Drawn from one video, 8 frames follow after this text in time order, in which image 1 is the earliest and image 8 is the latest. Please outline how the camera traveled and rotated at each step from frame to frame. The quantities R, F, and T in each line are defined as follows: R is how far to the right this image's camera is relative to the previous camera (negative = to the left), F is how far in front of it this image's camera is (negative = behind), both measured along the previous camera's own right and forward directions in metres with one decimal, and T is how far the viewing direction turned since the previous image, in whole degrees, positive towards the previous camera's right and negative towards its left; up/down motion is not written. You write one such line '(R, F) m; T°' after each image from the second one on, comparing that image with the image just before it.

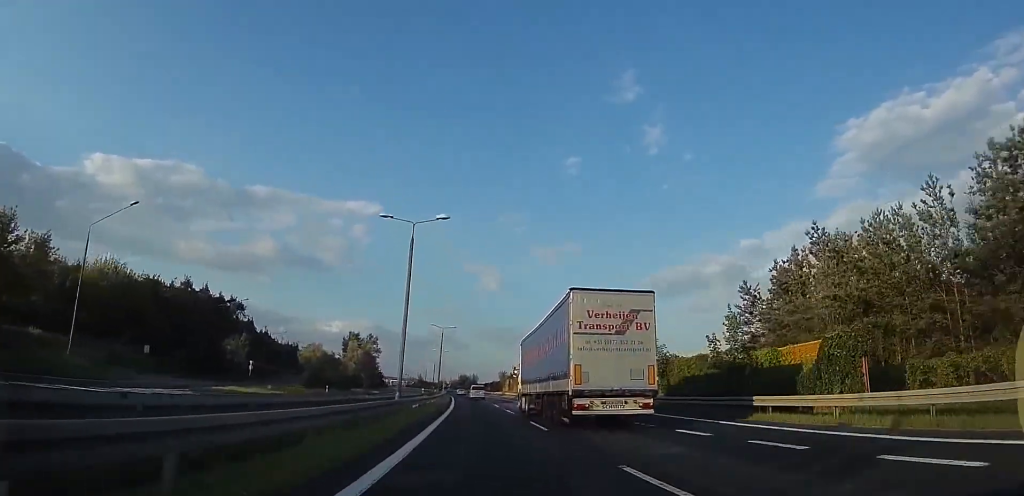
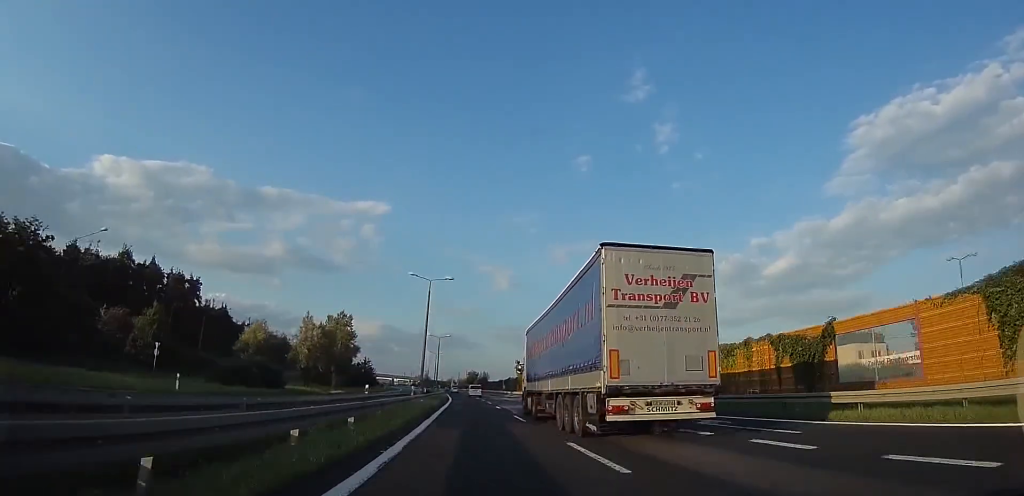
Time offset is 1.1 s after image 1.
(-0.1, +32.0) m; -1°
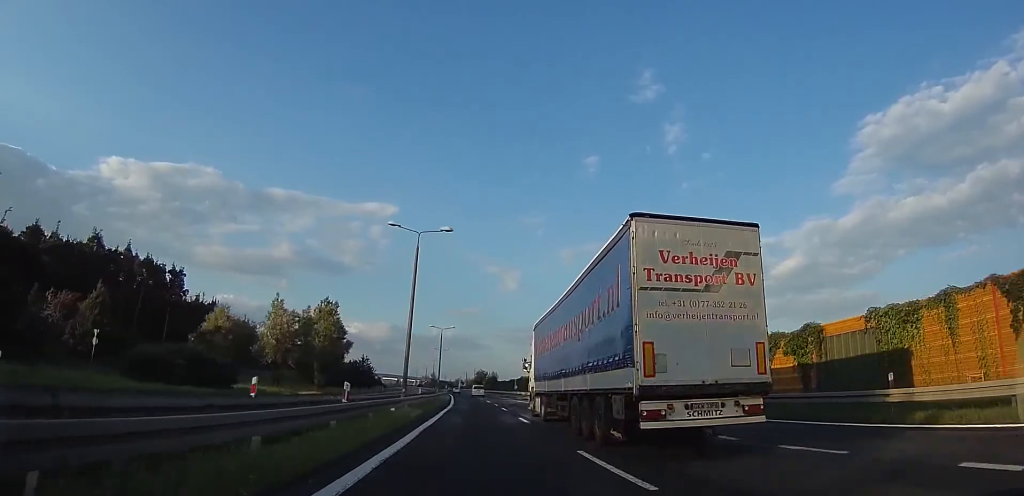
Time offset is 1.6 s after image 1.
(-0.4, +13.3) m; -1°
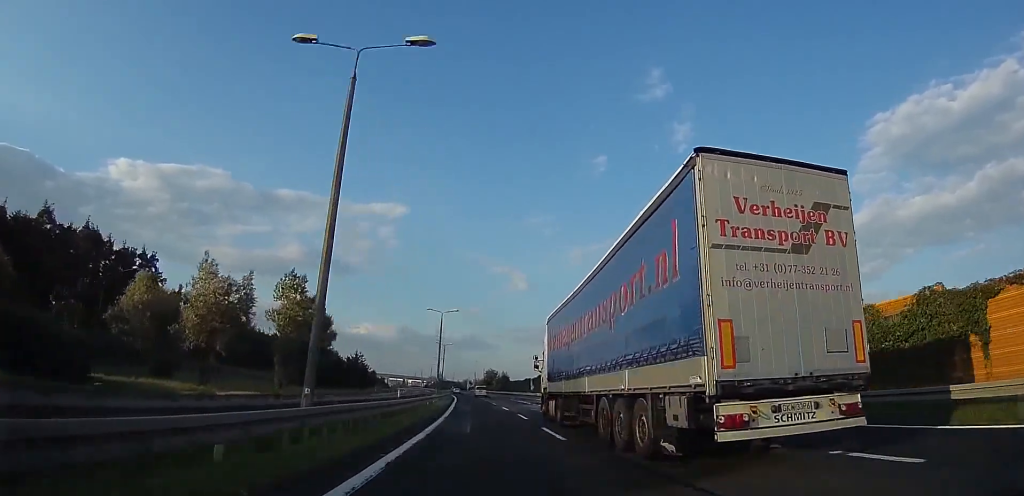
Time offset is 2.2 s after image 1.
(+0.4, +17.2) m; 0°
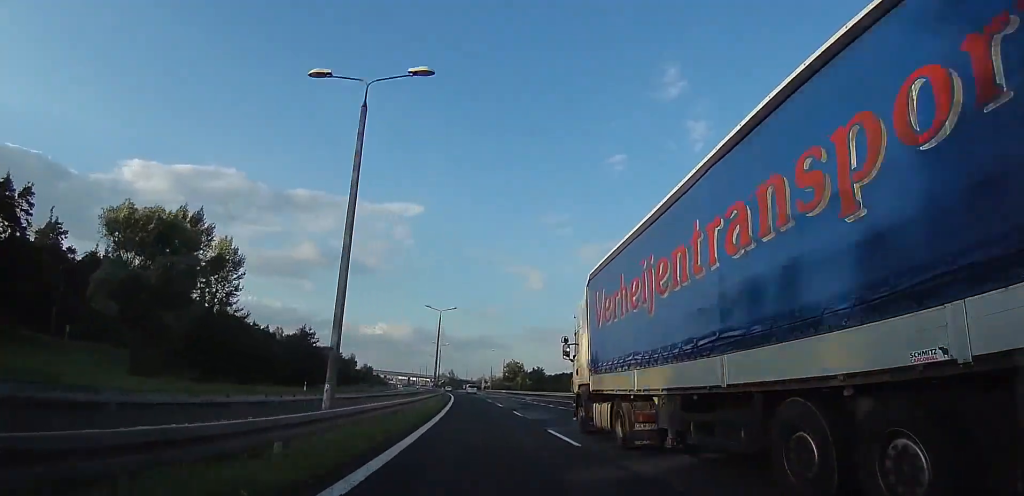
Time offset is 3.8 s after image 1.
(-0.6, +46.0) m; -2°
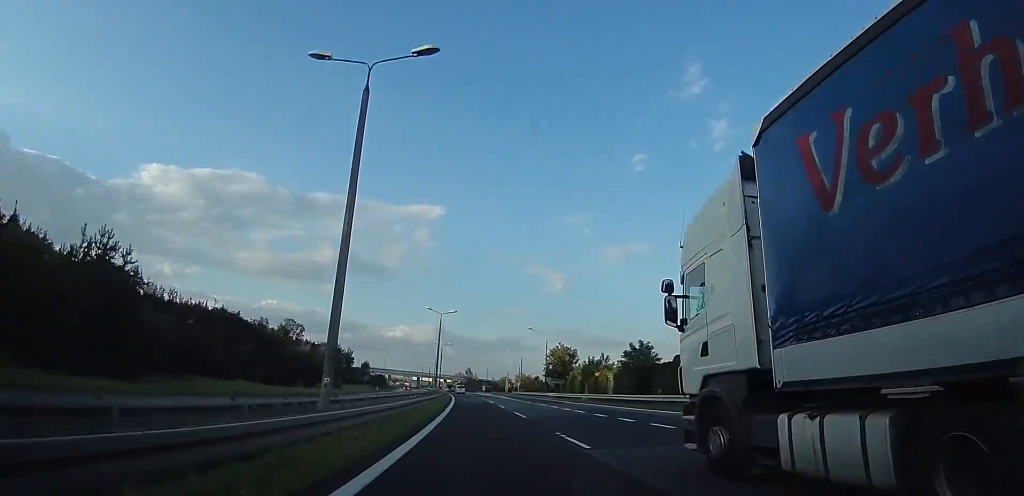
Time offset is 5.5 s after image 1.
(-2.4, +47.8) m; -4°
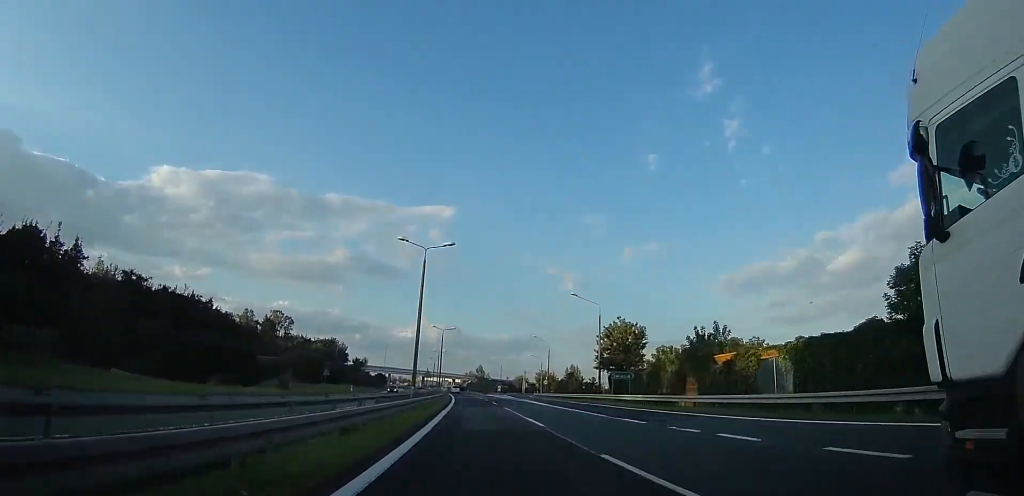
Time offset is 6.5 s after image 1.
(+0.7, +28.9) m; 0°
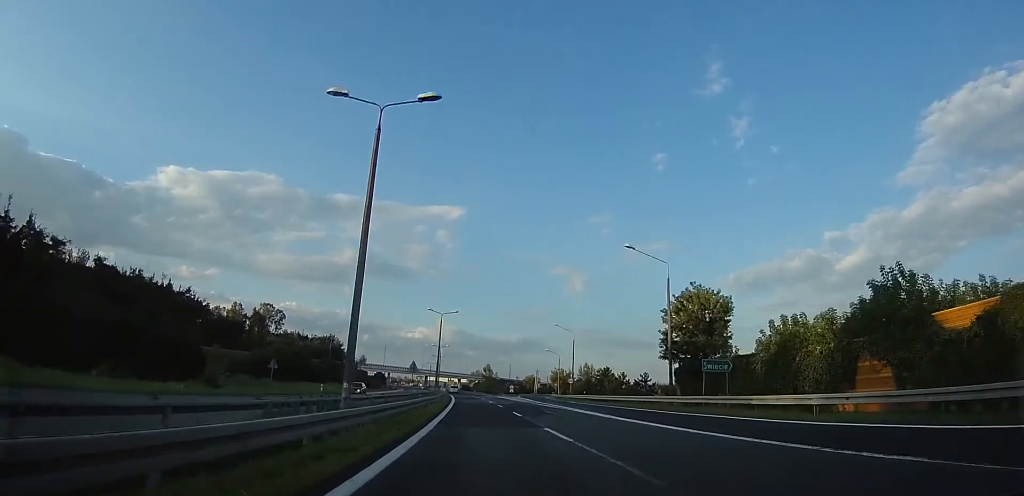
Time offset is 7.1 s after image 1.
(-0.4, +17.5) m; -1°
